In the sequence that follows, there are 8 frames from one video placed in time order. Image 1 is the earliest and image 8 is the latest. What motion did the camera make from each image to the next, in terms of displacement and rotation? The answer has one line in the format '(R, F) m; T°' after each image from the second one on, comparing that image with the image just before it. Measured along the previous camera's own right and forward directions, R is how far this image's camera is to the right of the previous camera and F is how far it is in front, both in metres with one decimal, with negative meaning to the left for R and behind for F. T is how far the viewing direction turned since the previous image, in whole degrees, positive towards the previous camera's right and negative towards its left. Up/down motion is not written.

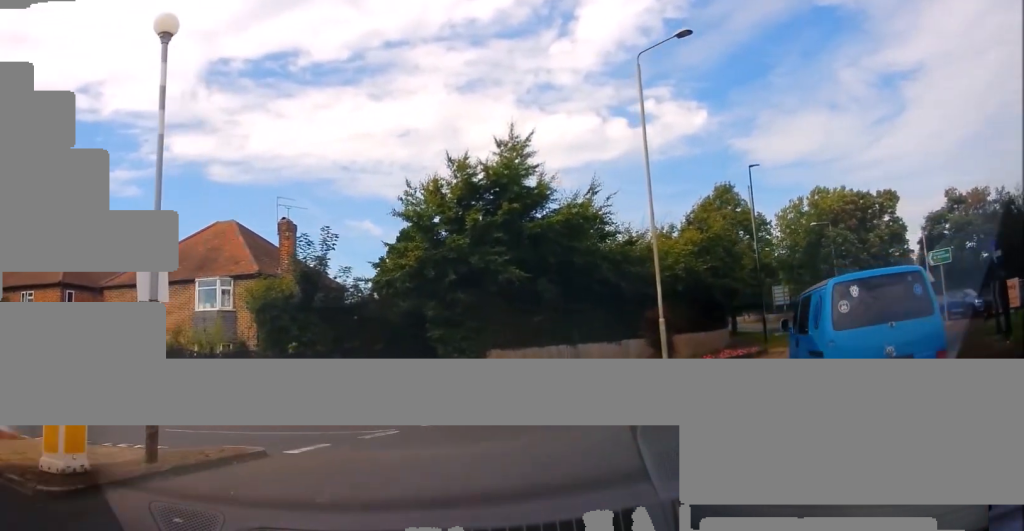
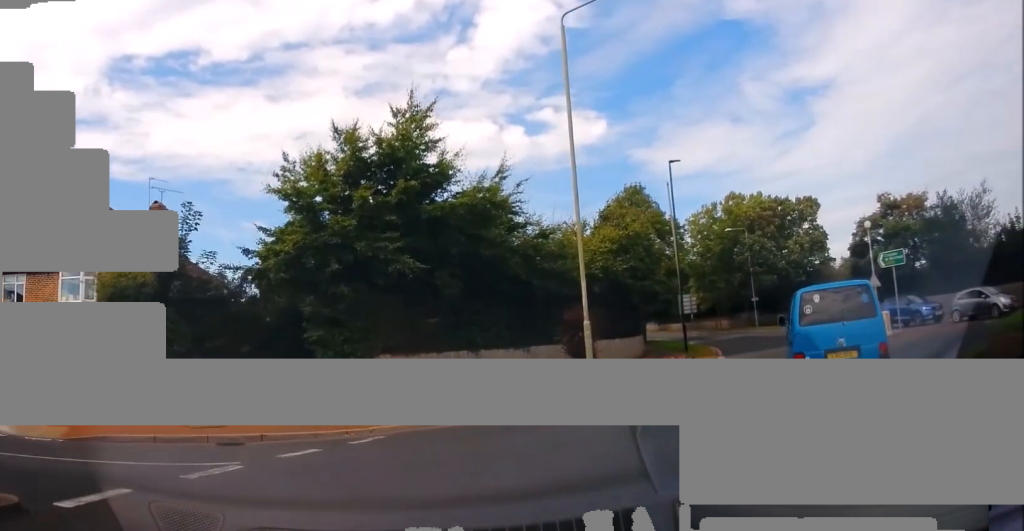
(+0.2, +3.2) m; +8°
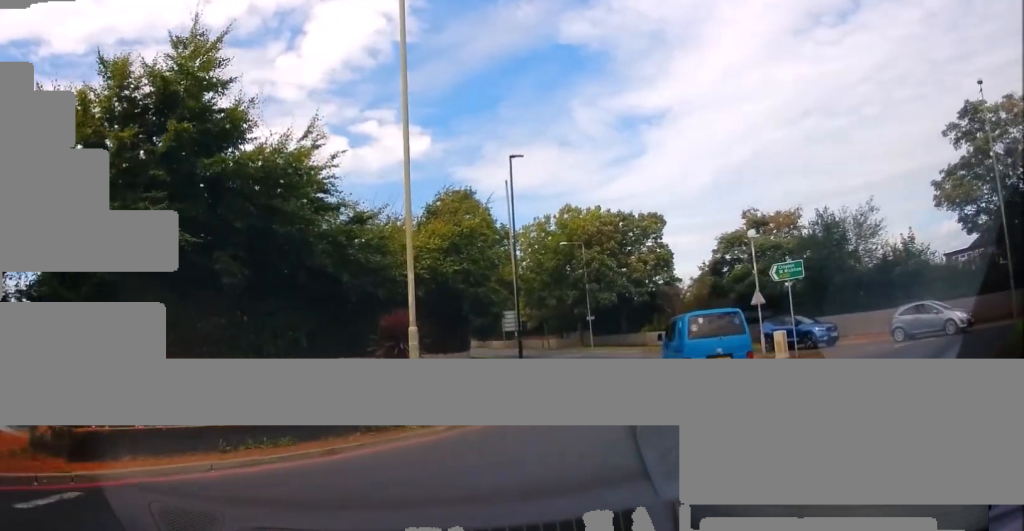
(+0.5, +4.5) m; +11°
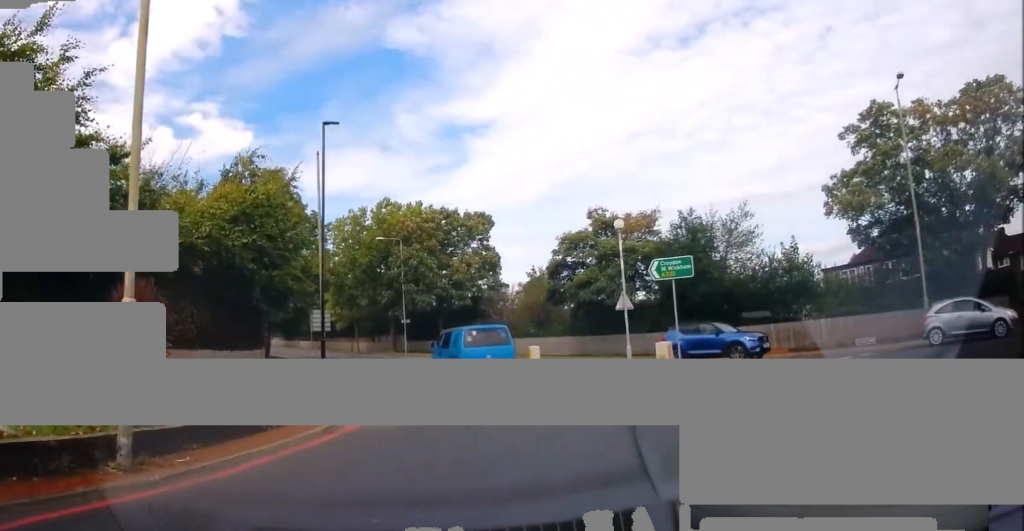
(+0.5, +5.0) m; +11°
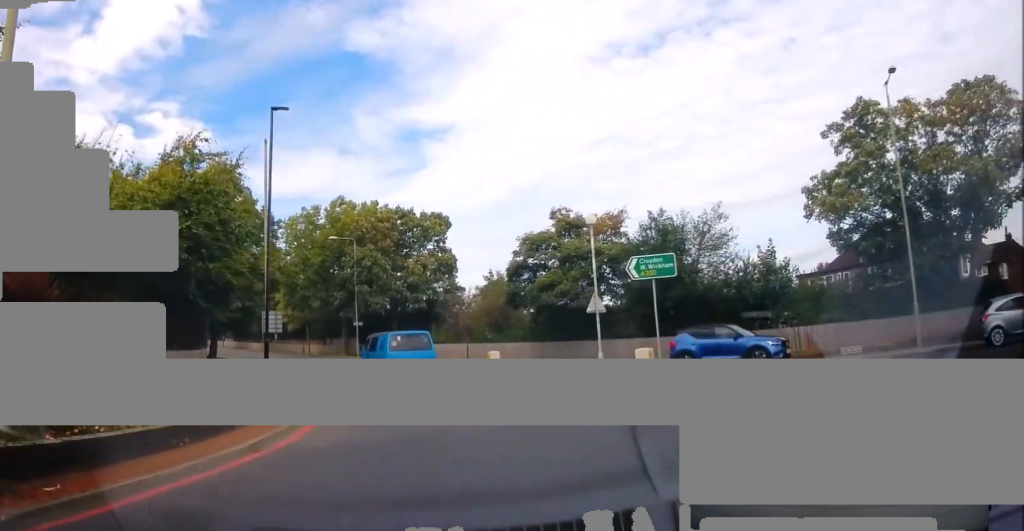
(-0.1, +1.9) m; +4°
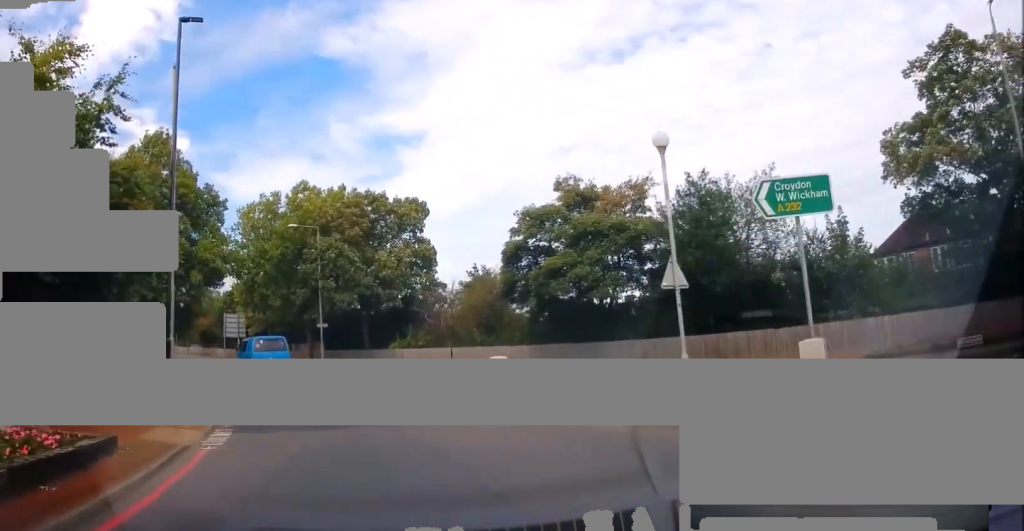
(+0.7, +7.8) m; +4°
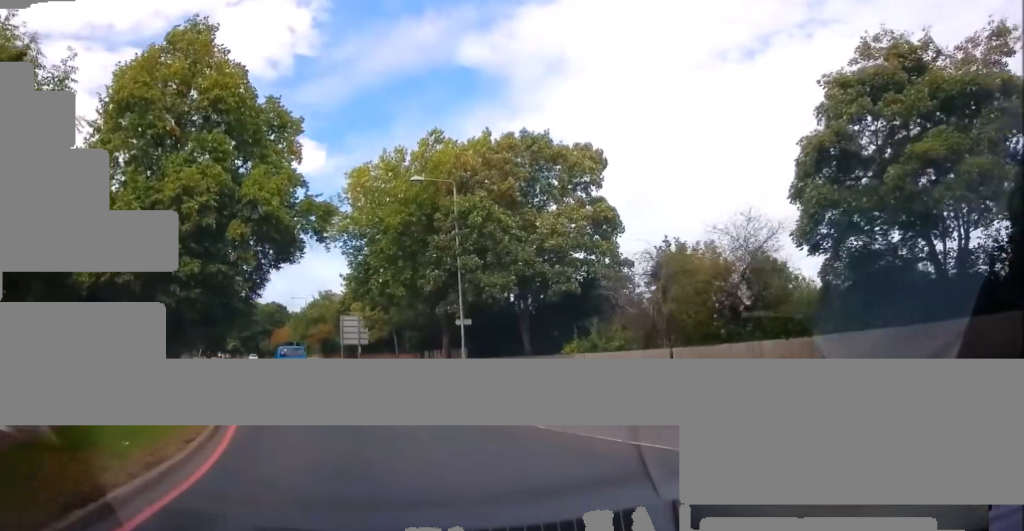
(-0.8, +14.3) m; -6°
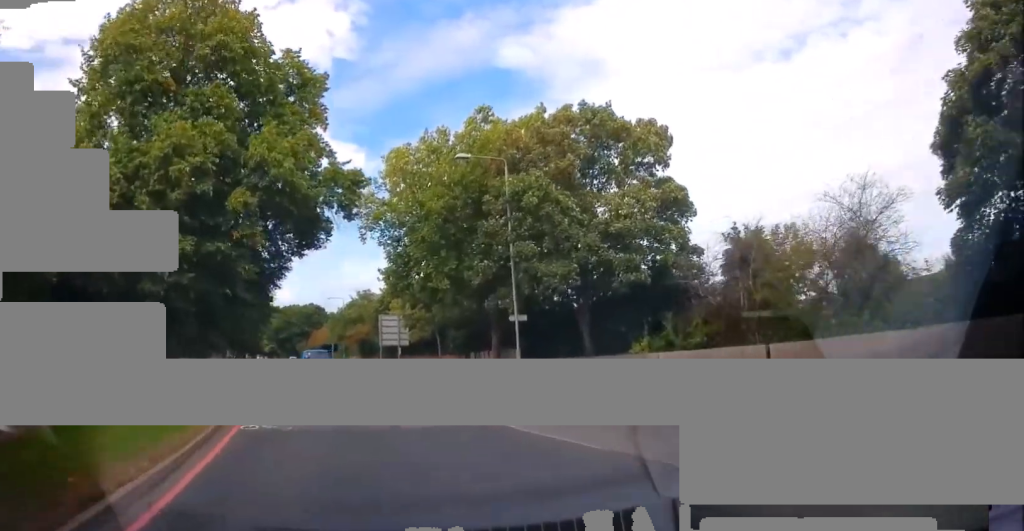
(+0.1, +3.9) m; -2°
